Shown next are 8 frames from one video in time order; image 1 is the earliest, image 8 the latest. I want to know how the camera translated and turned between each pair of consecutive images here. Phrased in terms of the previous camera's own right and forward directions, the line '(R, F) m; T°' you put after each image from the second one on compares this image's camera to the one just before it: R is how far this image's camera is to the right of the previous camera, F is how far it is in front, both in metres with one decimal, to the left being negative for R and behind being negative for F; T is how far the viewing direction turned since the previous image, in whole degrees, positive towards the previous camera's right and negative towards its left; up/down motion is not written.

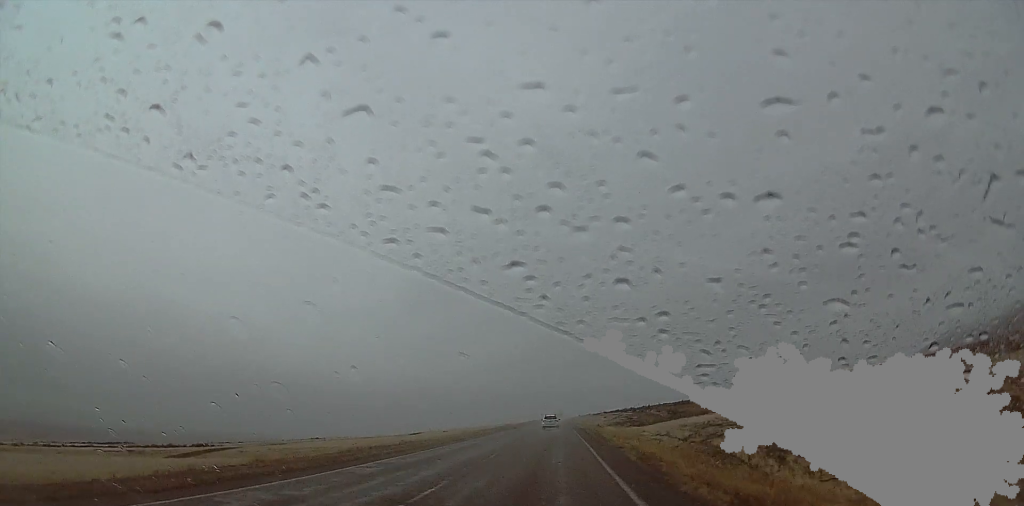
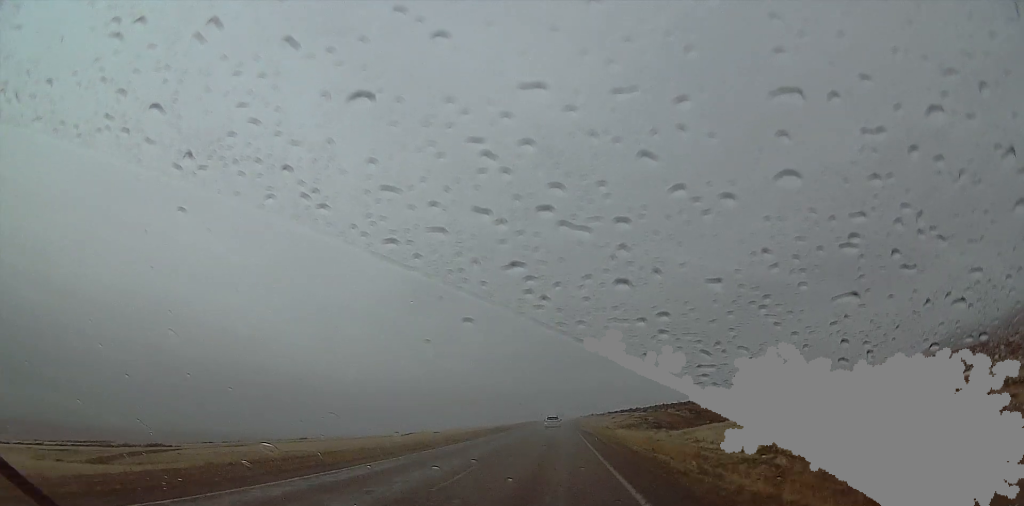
(0.0, +20.2) m; 0°
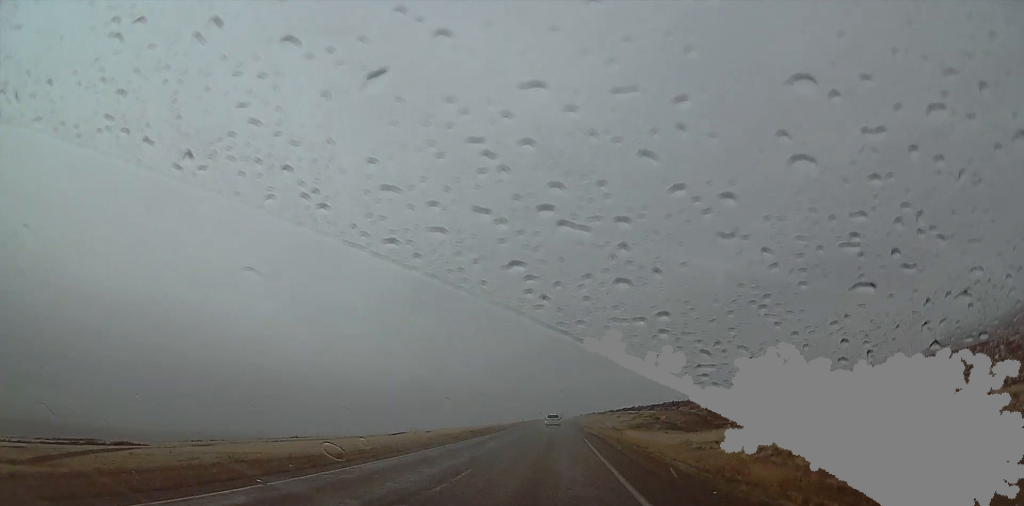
(0.0, +12.3) m; 0°
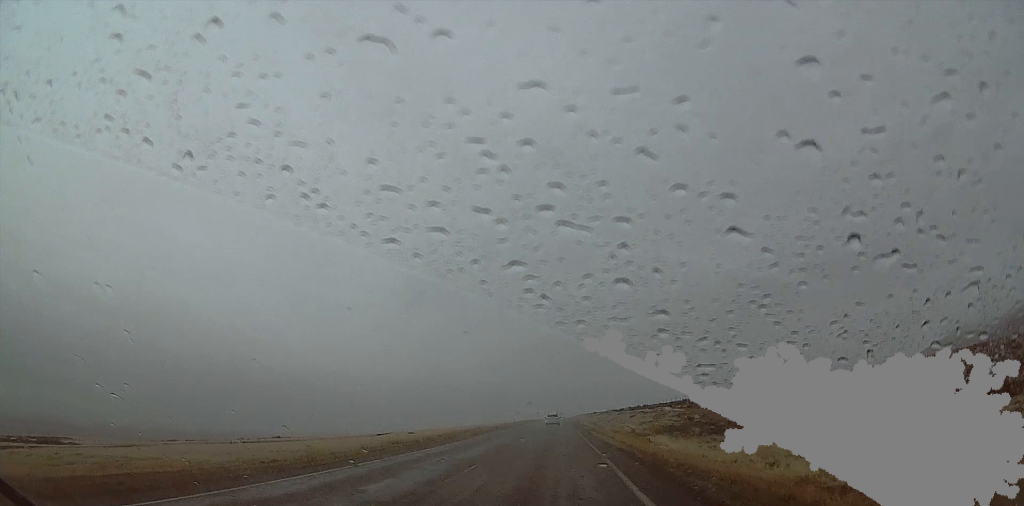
(0.0, +22.7) m; 0°
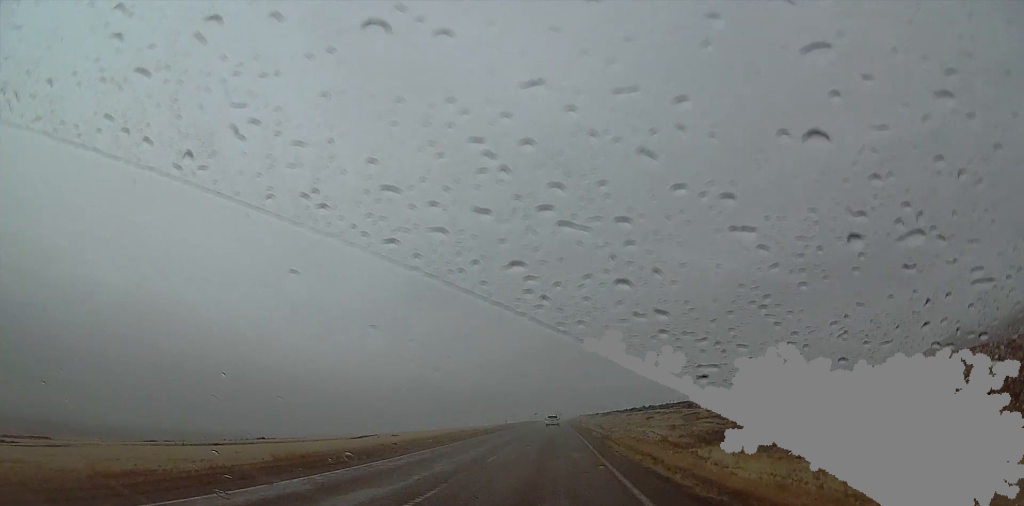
(0.0, +18.4) m; 0°
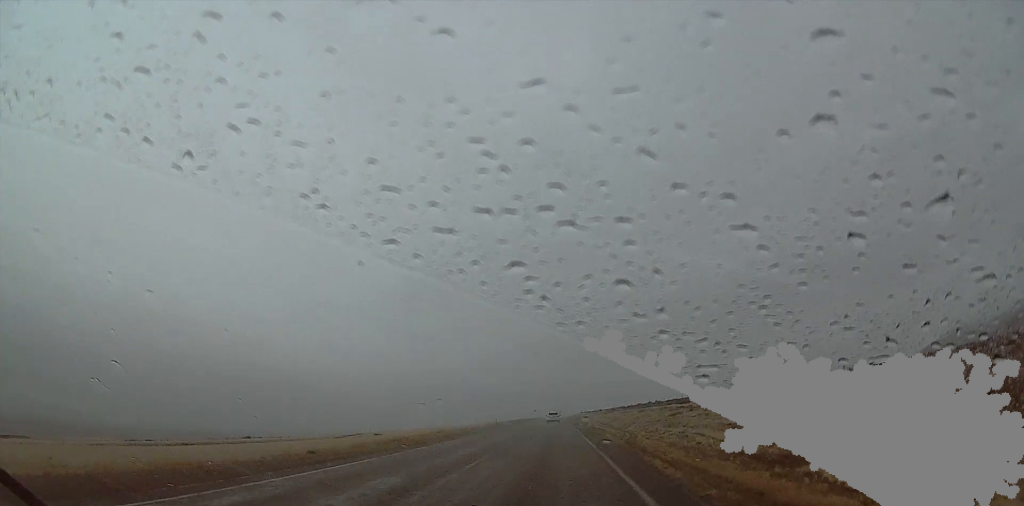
(0.0, +16.6) m; 0°
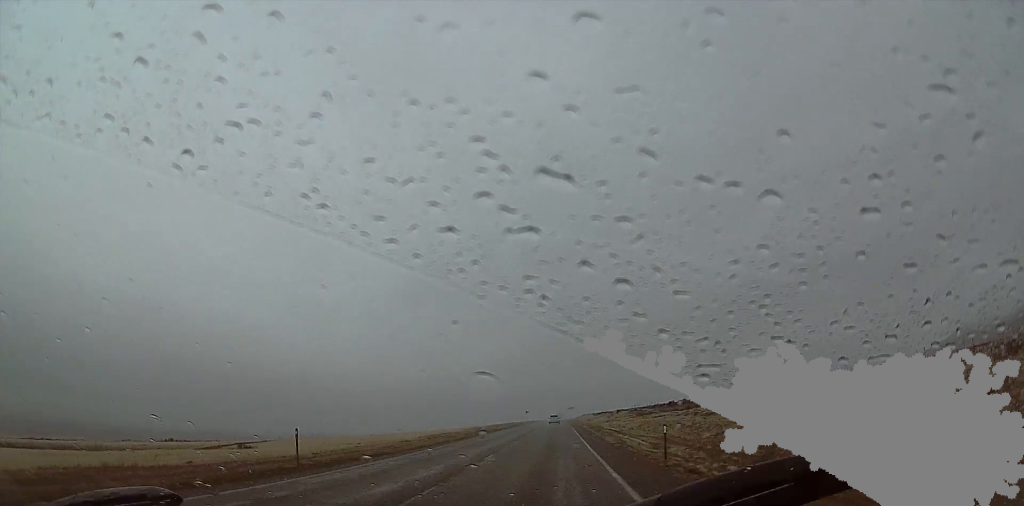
(+0.1, +67.4) m; 0°
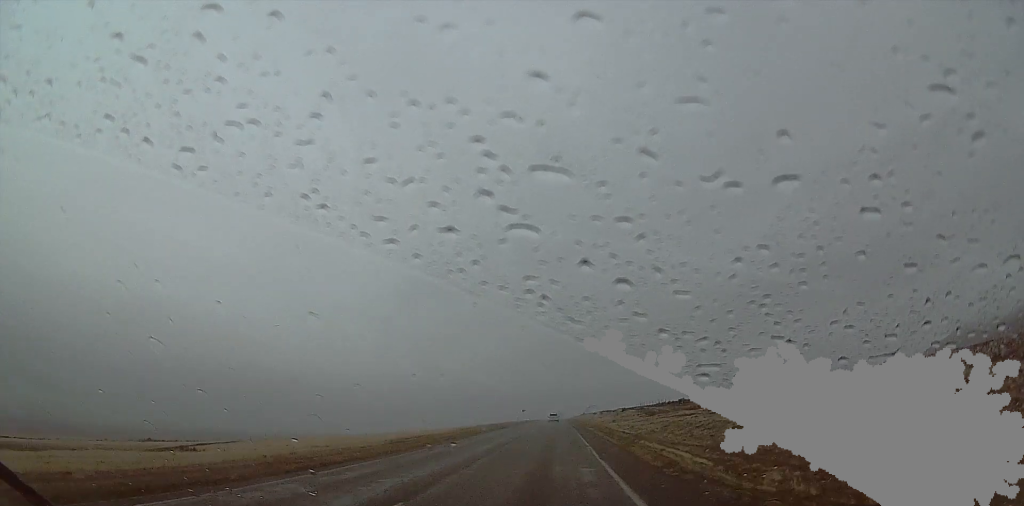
(0.0, +14.9) m; 0°
